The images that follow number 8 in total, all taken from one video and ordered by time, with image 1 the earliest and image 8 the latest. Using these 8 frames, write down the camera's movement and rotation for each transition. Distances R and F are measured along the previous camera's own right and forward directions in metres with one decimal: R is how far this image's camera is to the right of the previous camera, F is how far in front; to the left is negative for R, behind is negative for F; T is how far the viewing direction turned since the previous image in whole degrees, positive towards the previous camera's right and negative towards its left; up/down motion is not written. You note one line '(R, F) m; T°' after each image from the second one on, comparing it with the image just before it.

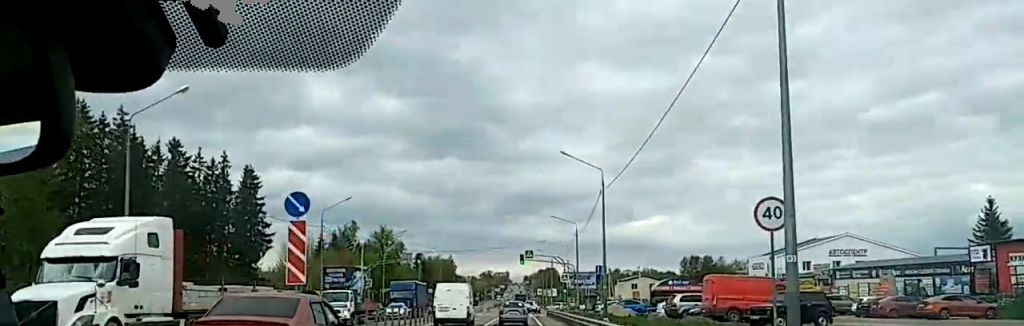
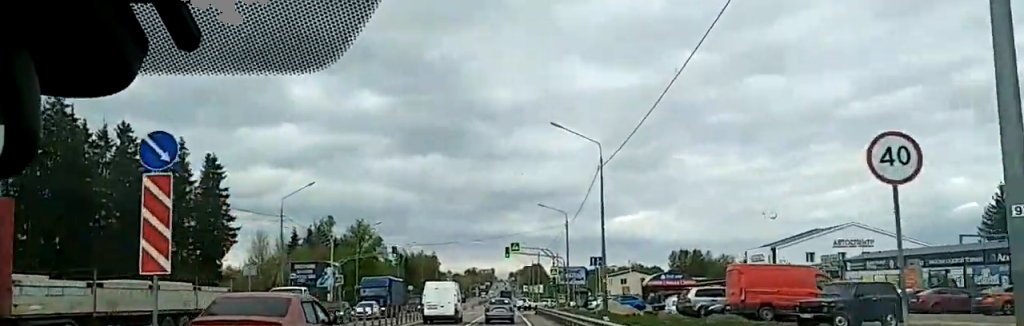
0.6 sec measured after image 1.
(0.0, +7.3) m; 0°
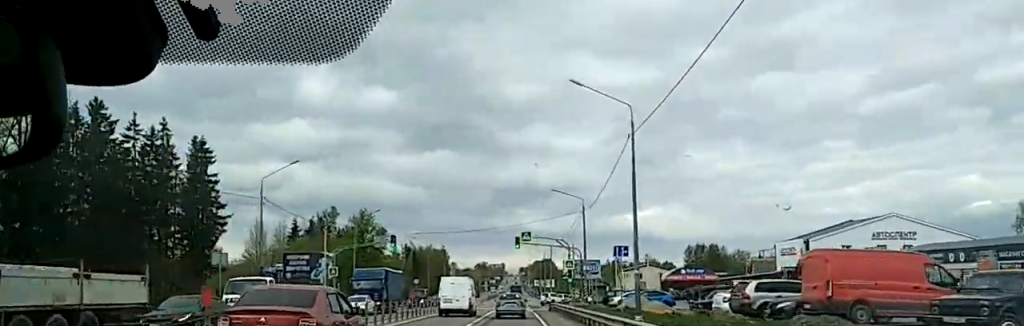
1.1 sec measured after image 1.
(0.0, +7.4) m; 0°
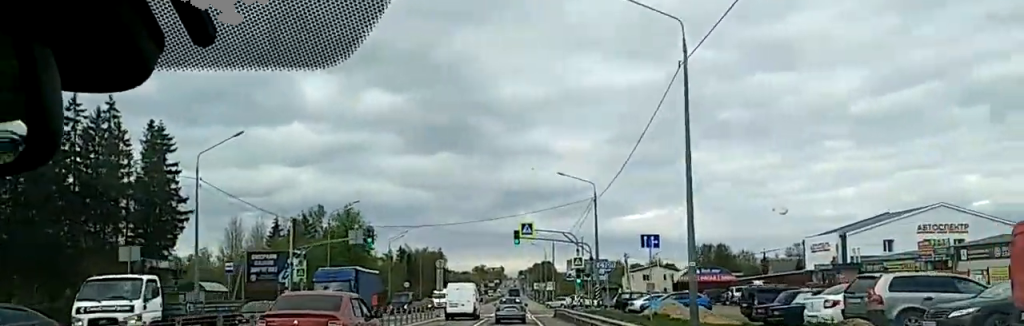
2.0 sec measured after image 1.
(0.0, +11.2) m; 0°
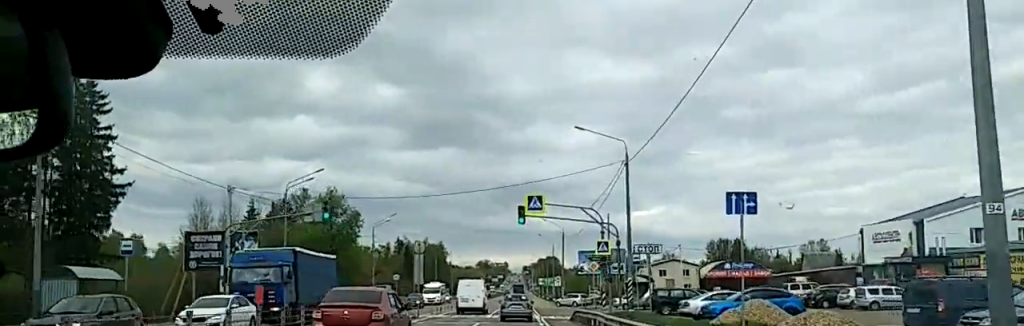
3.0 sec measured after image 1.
(-0.1, +14.5) m; -2°
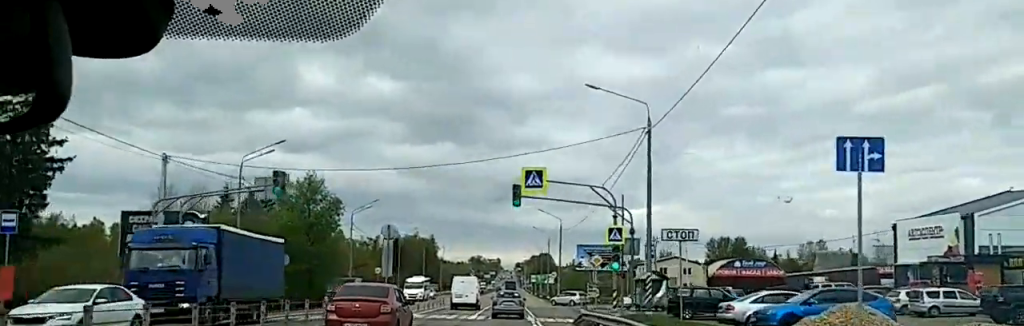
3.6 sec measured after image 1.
(-0.1, +8.1) m; -1°
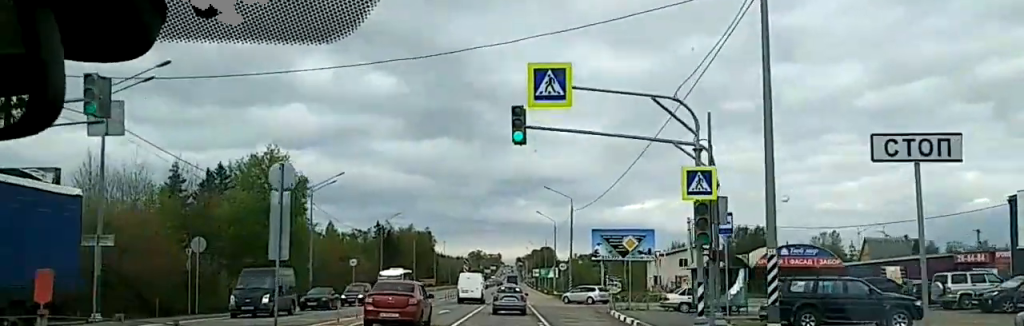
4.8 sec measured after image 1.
(-0.3, +16.4) m; -1°
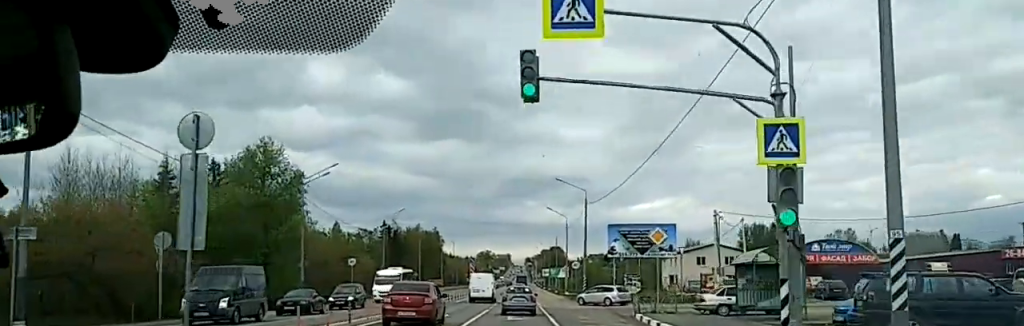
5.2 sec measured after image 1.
(0.0, +5.5) m; 0°
